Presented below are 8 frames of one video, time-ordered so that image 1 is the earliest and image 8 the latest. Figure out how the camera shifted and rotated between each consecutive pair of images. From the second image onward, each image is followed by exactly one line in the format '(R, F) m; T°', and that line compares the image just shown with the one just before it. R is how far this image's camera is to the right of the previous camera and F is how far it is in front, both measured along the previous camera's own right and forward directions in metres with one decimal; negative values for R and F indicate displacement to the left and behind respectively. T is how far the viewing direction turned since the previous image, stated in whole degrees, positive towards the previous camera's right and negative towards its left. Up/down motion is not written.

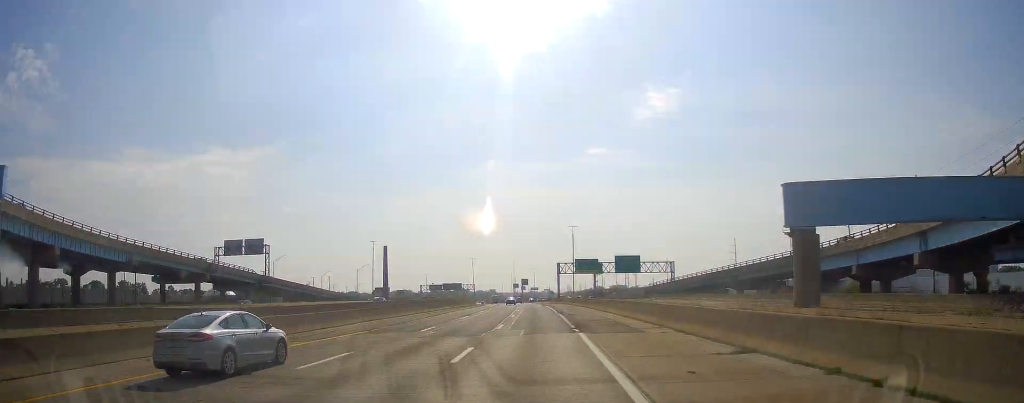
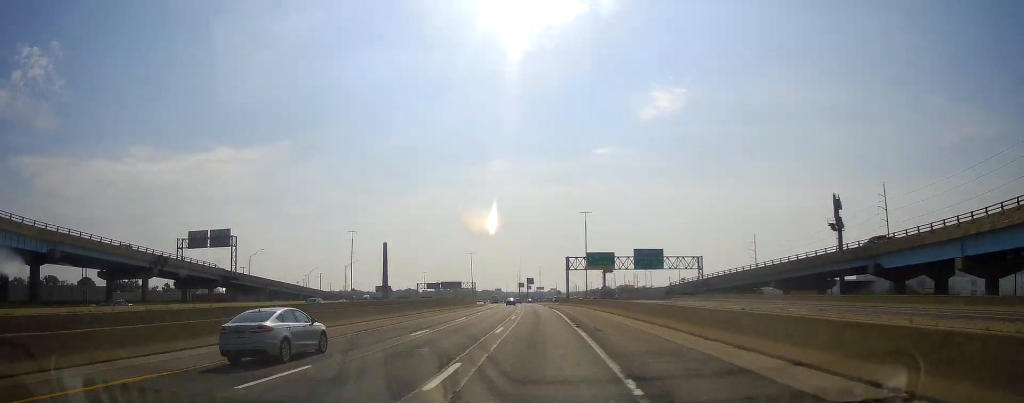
(0.0, +18.3) m; 0°
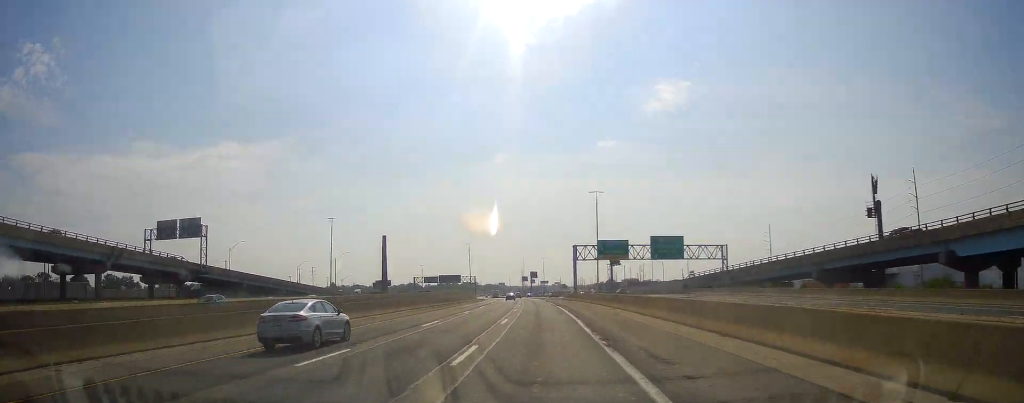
(-0.1, +12.9) m; 0°
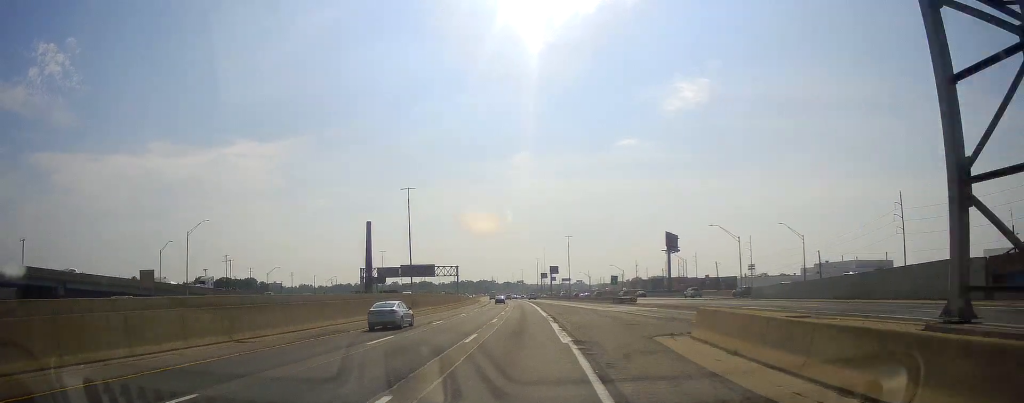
(-0.6, +83.2) m; -2°
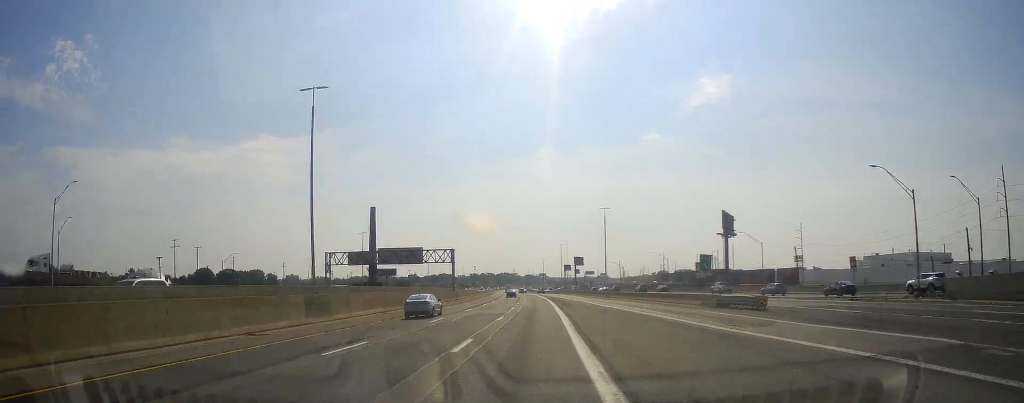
(-0.3, +35.4) m; -1°
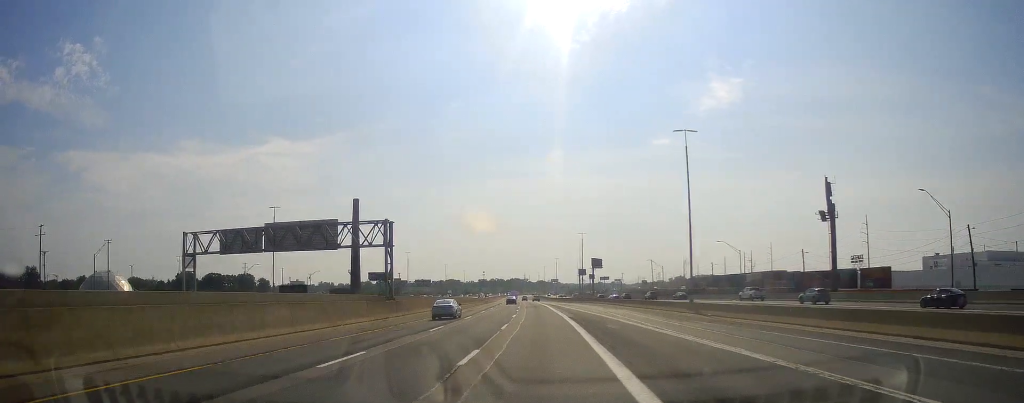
(-0.6, +47.7) m; -2°
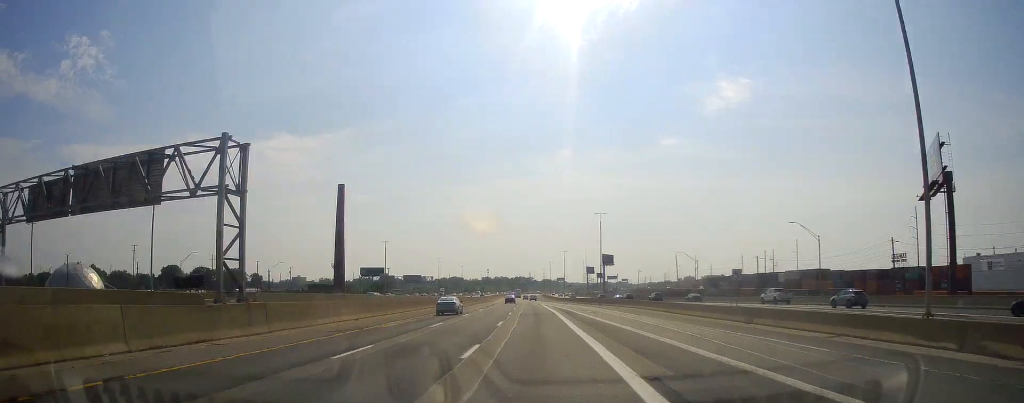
(-0.4, +28.6) m; -1°
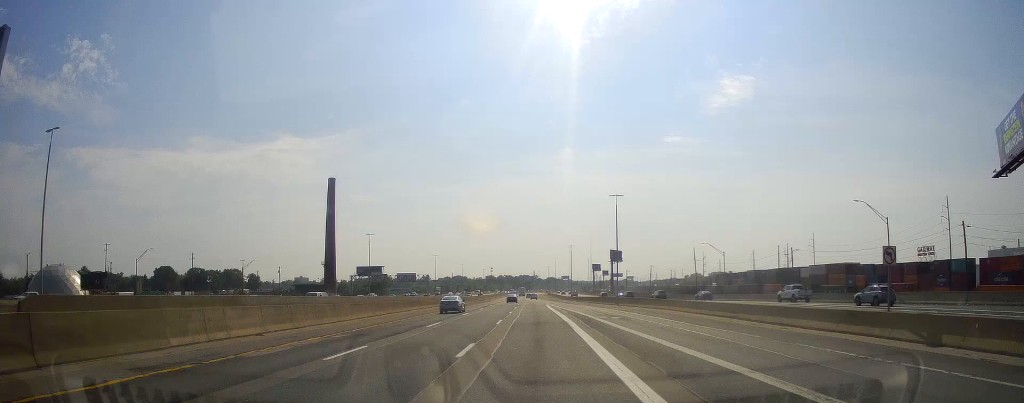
(0.0, +15.5) m; 0°
